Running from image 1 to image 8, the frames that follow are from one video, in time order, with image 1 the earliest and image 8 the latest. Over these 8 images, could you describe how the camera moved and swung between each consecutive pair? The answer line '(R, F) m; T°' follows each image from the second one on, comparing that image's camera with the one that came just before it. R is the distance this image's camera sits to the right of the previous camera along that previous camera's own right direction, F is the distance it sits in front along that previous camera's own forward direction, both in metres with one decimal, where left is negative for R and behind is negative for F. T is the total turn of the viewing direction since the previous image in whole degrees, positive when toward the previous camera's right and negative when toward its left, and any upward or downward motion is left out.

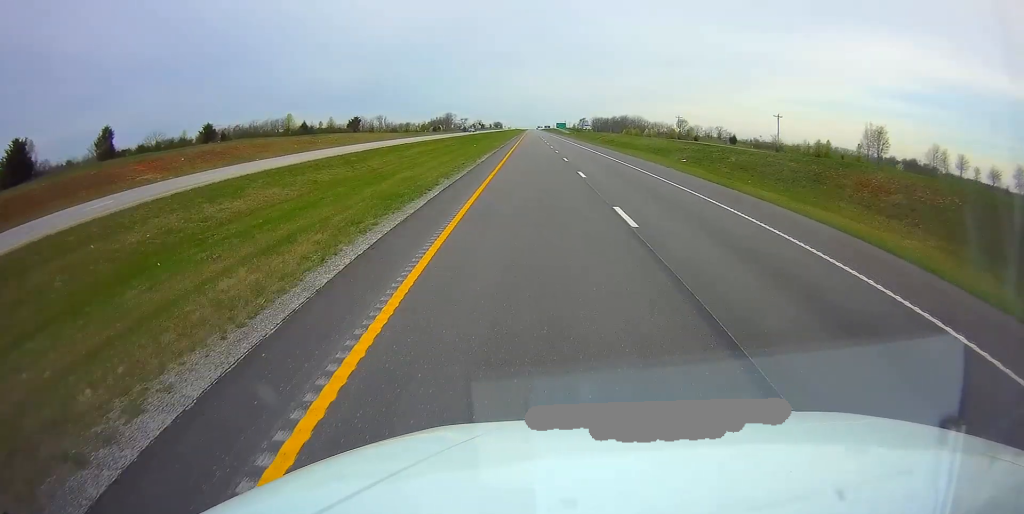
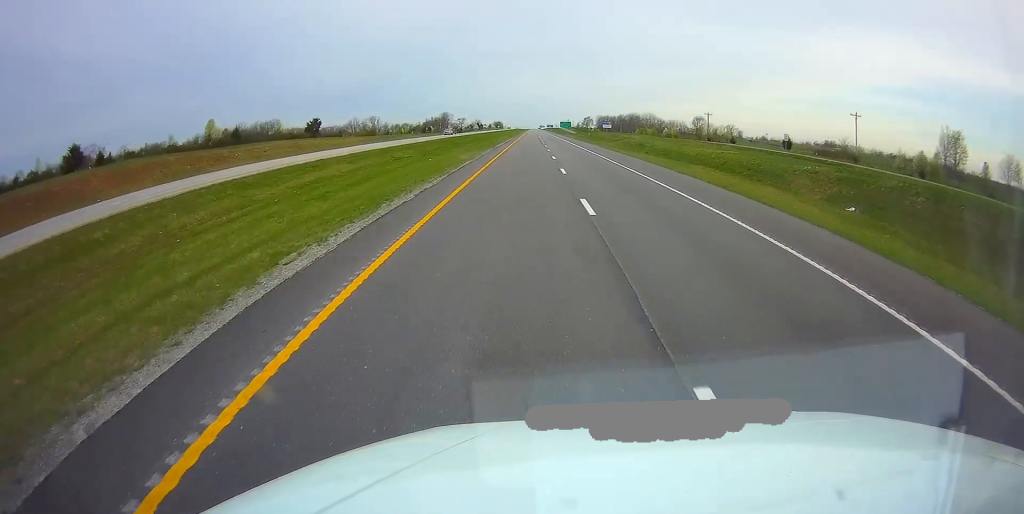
(0.0, +34.9) m; 0°
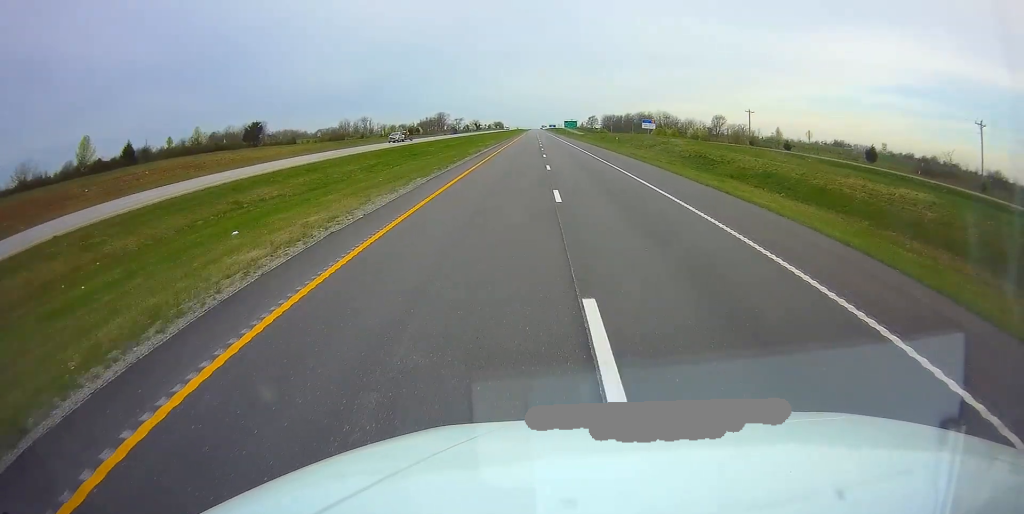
(-0.1, +34.0) m; 0°
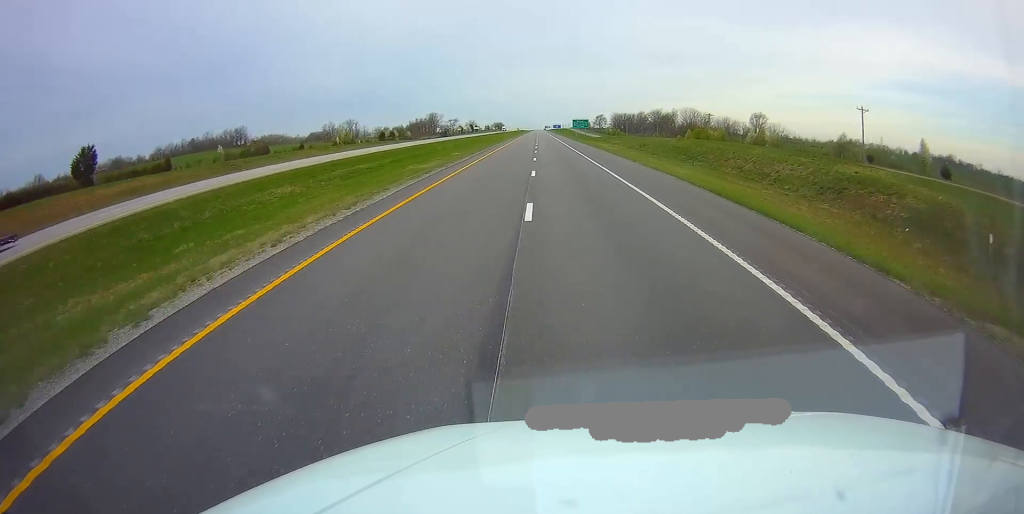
(+0.2, +51.4) m; 0°
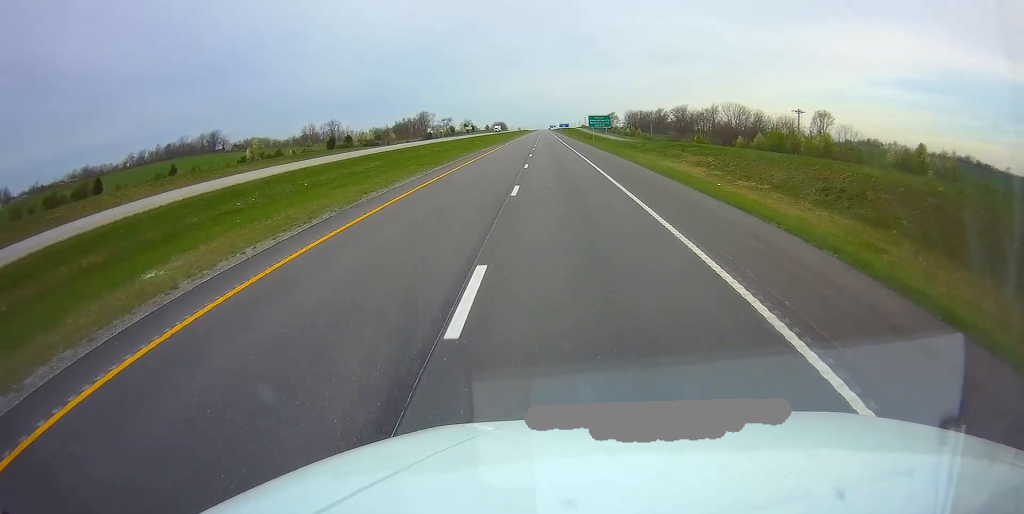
(-0.4, +55.6) m; -1°
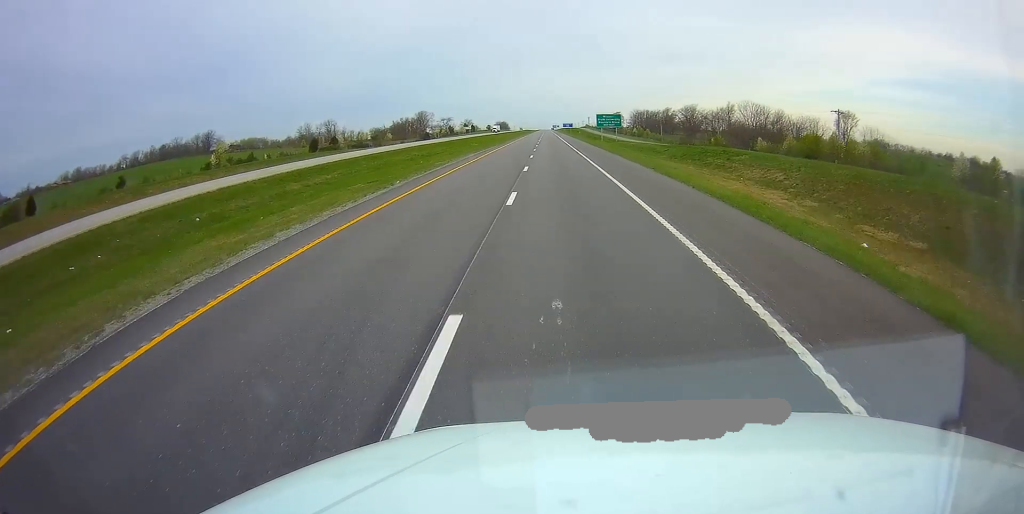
(0.0, +14.4) m; 0°
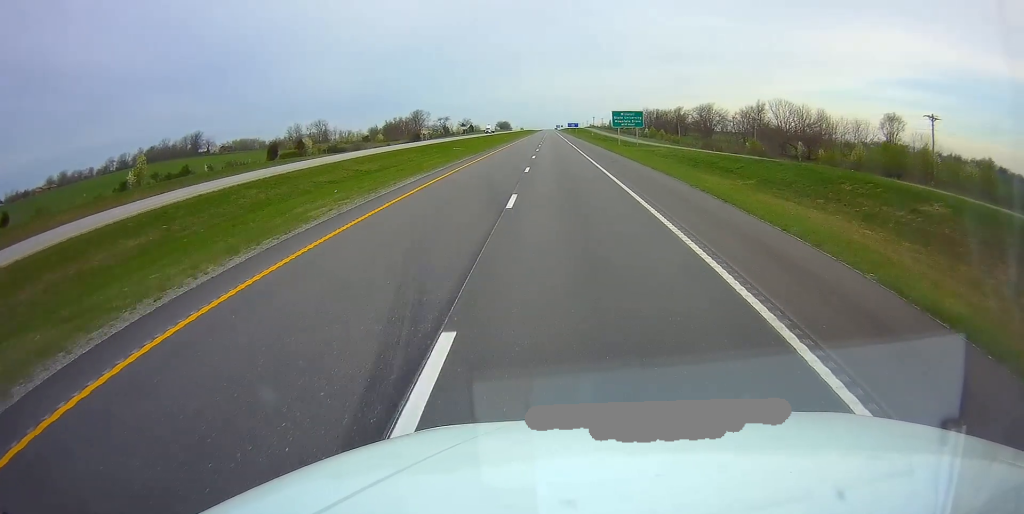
(0.0, +24.7) m; 0°
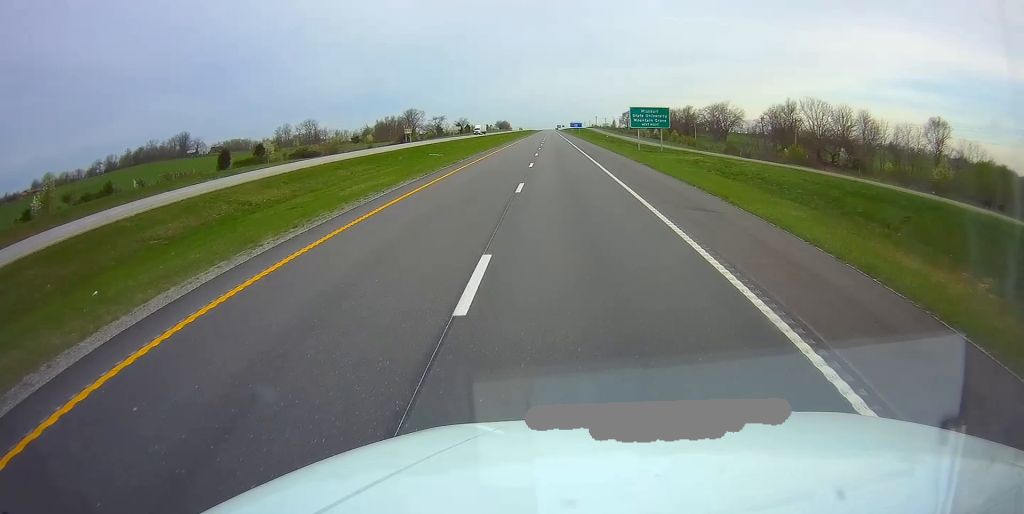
(-0.1, +20.7) m; 0°
